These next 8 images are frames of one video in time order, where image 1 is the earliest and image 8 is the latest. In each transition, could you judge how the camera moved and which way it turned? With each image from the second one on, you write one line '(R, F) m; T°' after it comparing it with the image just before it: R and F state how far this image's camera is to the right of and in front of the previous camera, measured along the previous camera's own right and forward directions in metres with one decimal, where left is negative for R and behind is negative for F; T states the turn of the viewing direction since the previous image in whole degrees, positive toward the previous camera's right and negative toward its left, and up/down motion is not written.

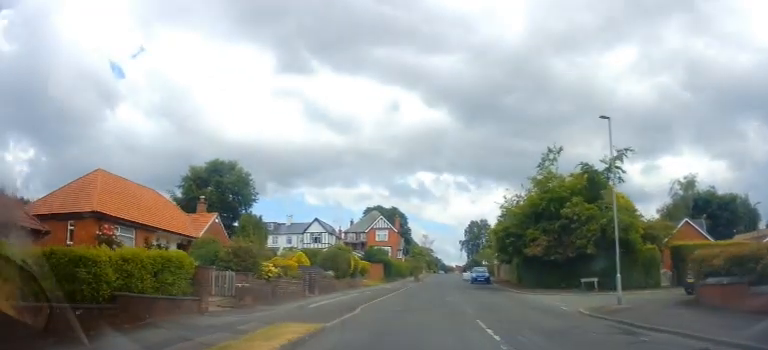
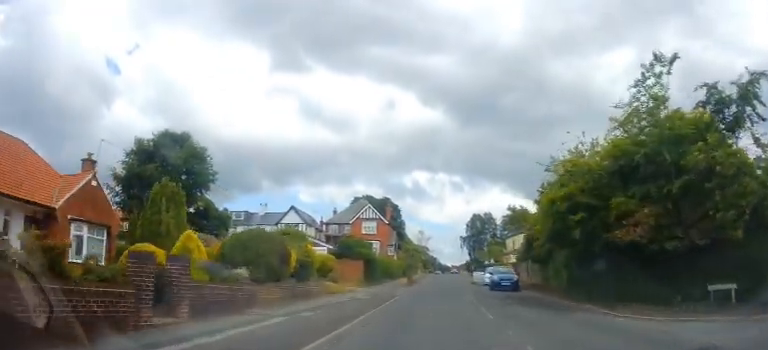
(+0.8, +13.5) m; +3°
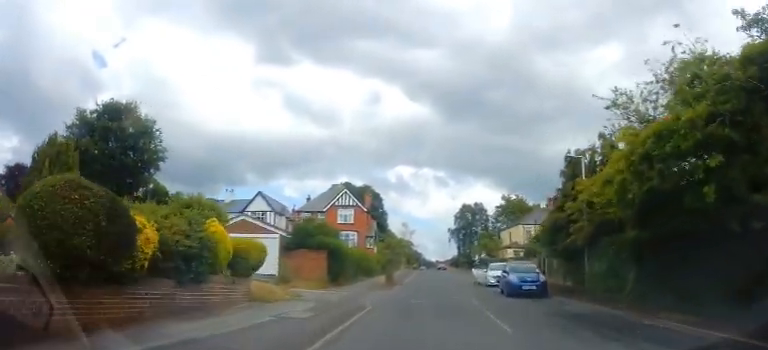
(-0.6, +8.9) m; -3°
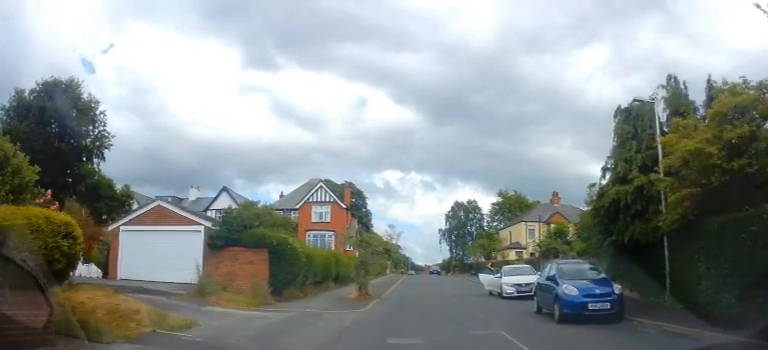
(+0.2, +8.2) m; +5°
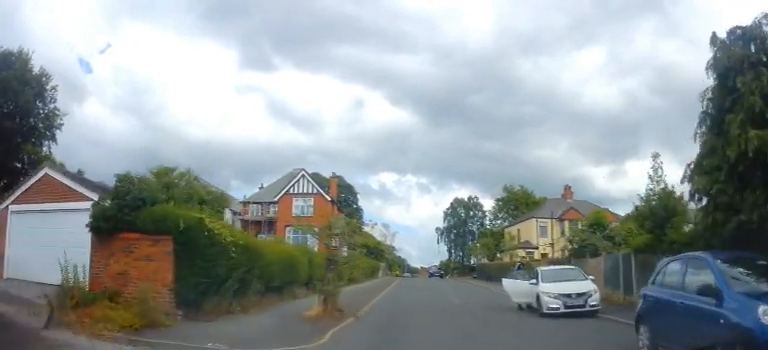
(+0.3, +6.8) m; +3°
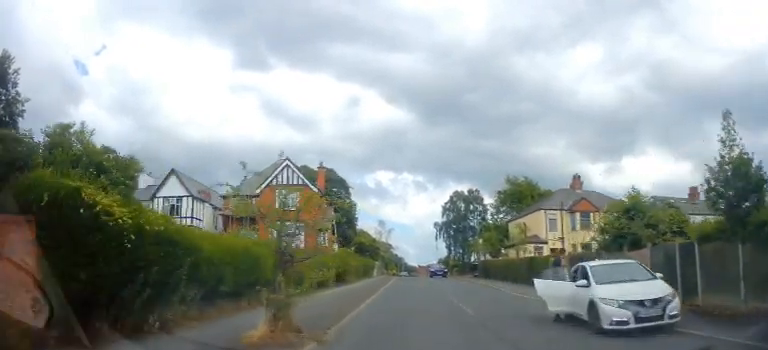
(0.0, +4.5) m; 0°
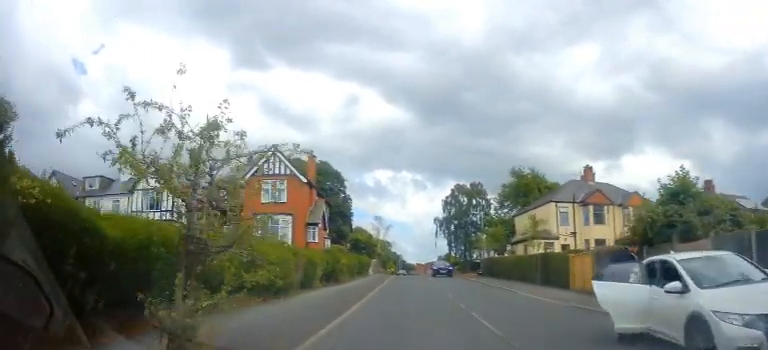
(0.0, +3.9) m; -2°
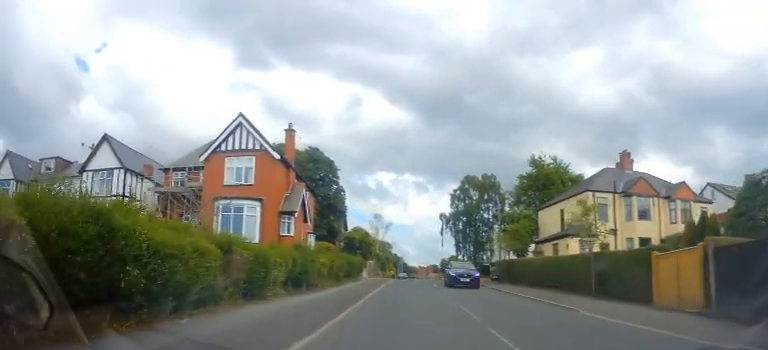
(-0.3, +8.4) m; 0°
